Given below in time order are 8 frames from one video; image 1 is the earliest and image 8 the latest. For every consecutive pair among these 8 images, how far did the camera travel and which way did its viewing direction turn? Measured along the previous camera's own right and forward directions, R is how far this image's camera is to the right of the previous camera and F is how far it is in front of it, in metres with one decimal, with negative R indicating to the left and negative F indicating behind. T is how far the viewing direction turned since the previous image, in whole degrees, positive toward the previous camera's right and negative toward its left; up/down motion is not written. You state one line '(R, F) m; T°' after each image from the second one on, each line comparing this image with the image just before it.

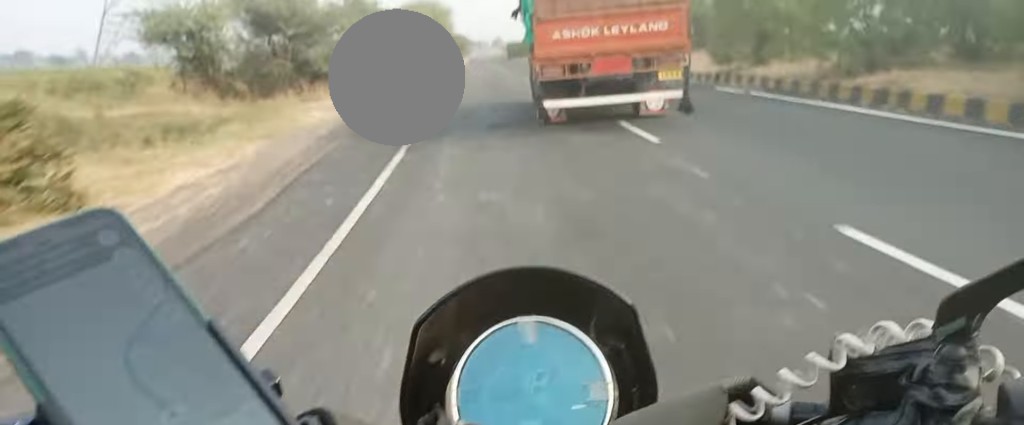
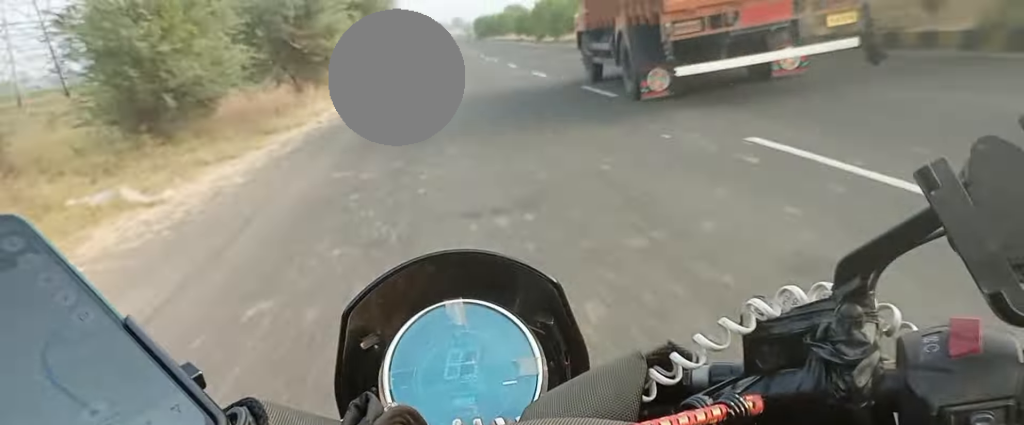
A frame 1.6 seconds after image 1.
(+1.0, +34.9) m; +2°
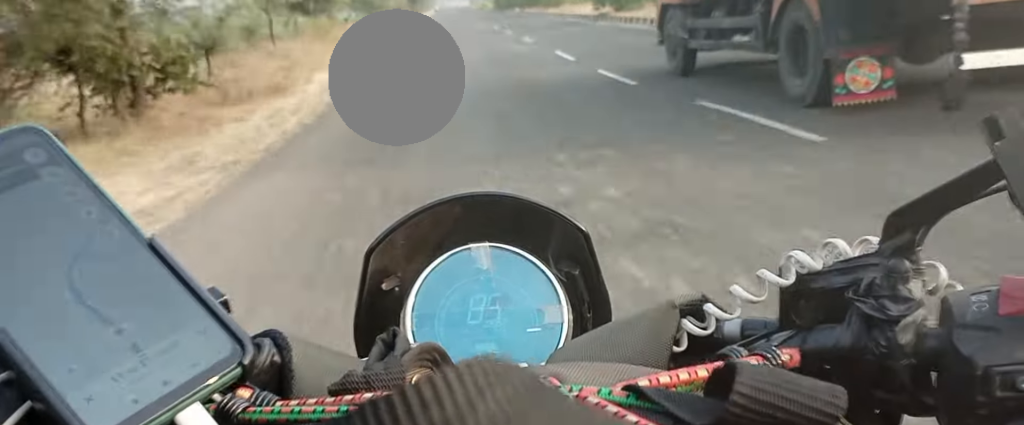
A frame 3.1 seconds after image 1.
(0.0, +33.9) m; -1°
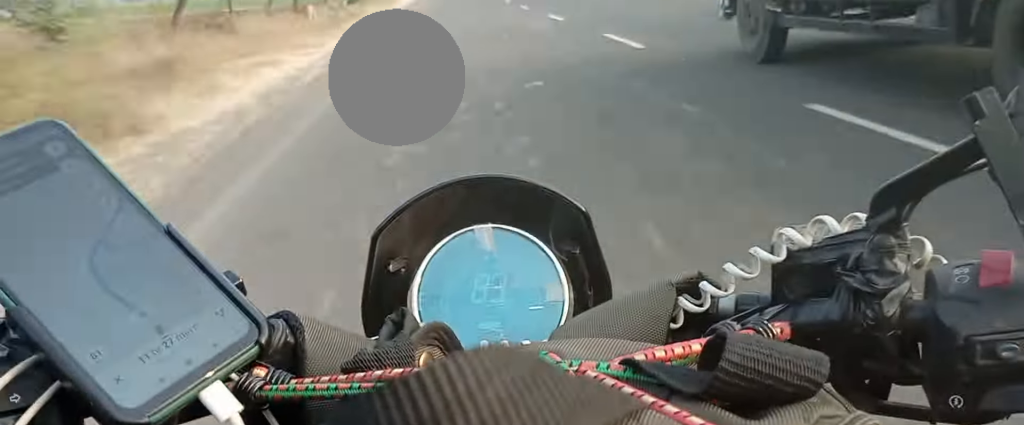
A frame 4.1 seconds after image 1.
(0.0, +23.7) m; +1°
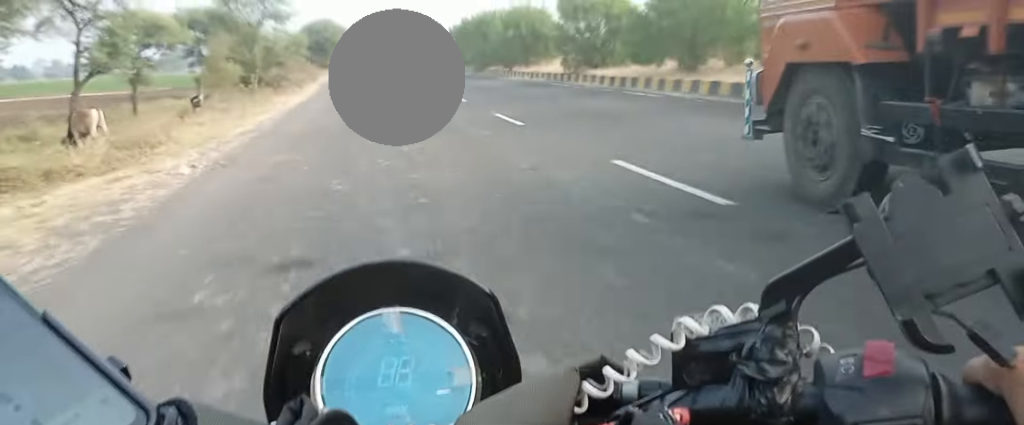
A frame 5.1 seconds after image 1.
(+0.4, +23.2) m; +1°
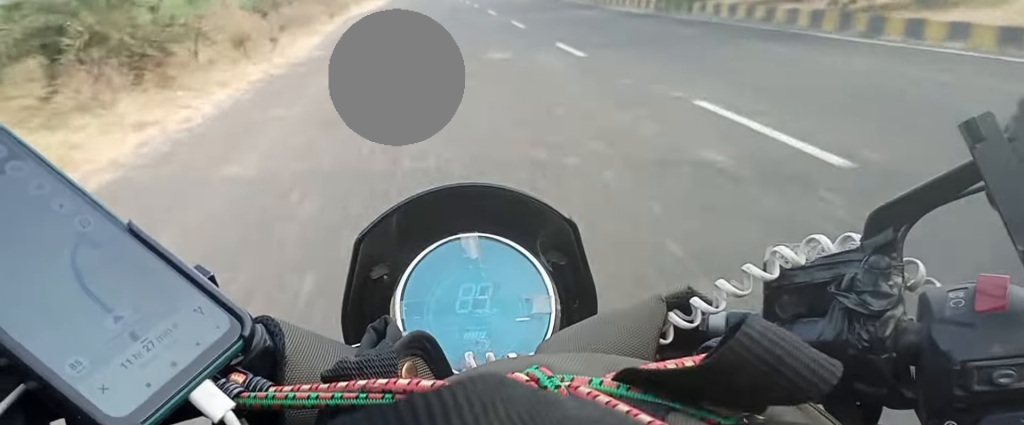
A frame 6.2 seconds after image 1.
(0.0, +26.8) m; 0°
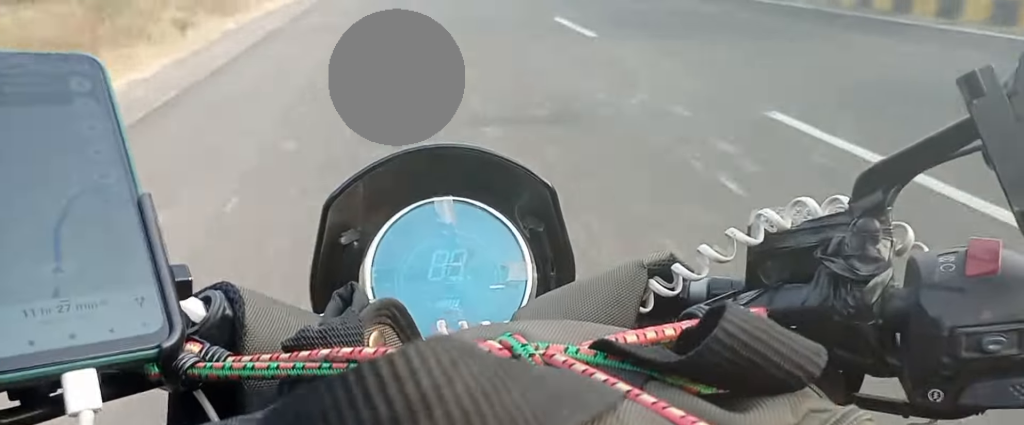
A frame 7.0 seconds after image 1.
(0.0, +19.5) m; 0°
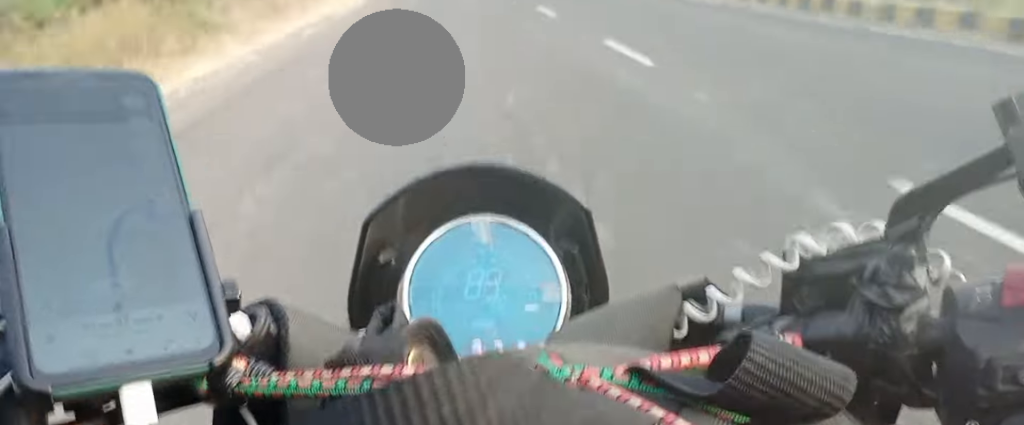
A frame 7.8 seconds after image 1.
(0.0, +18.6) m; 0°
